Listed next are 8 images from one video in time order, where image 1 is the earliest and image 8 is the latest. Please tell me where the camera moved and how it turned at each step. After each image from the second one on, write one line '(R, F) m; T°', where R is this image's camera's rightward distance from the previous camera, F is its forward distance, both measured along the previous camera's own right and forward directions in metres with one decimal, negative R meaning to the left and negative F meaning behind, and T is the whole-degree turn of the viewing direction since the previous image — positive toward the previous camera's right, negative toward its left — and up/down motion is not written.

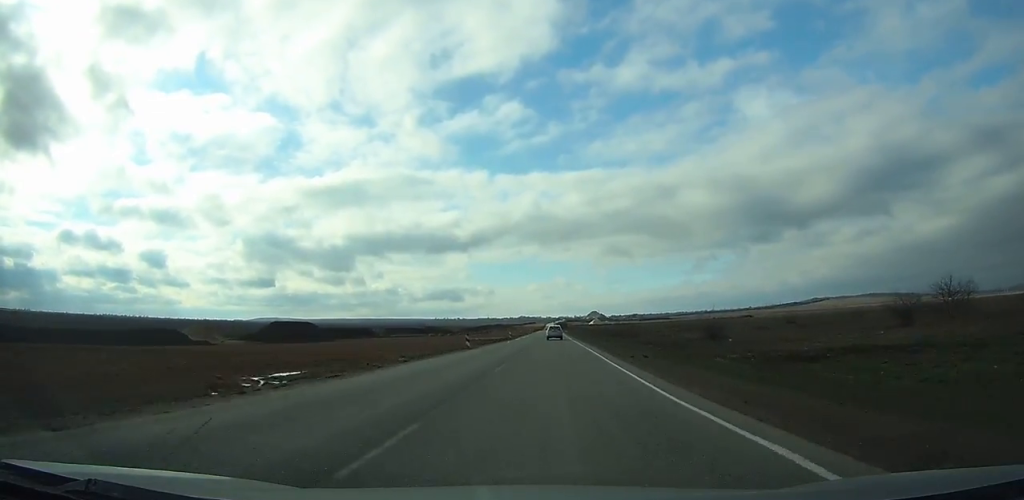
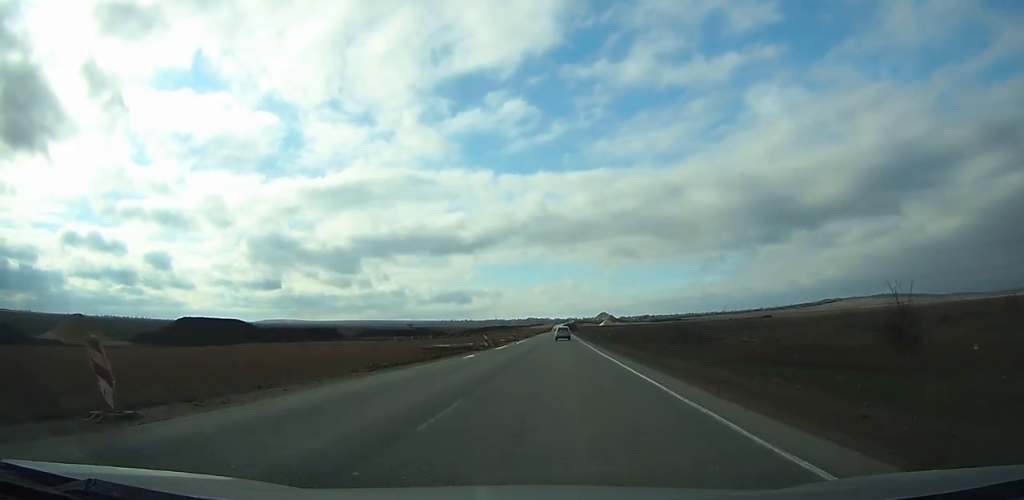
(+0.1, +34.4) m; 0°
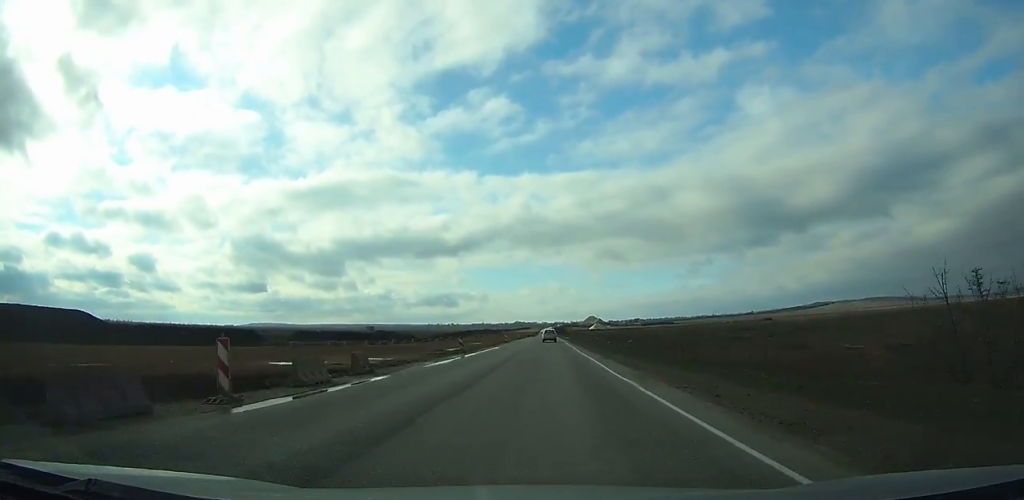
(0.0, +36.9) m; 0°
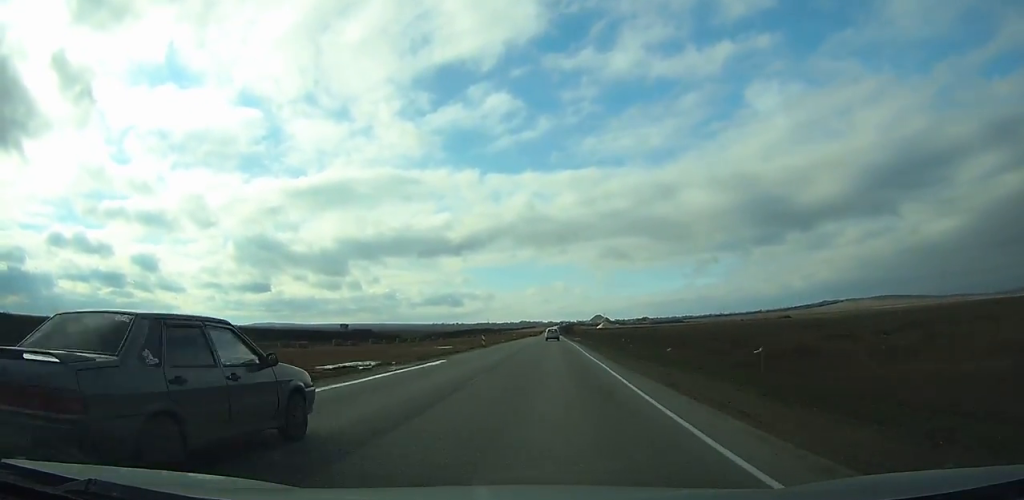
(-0.1, +31.6) m; 0°
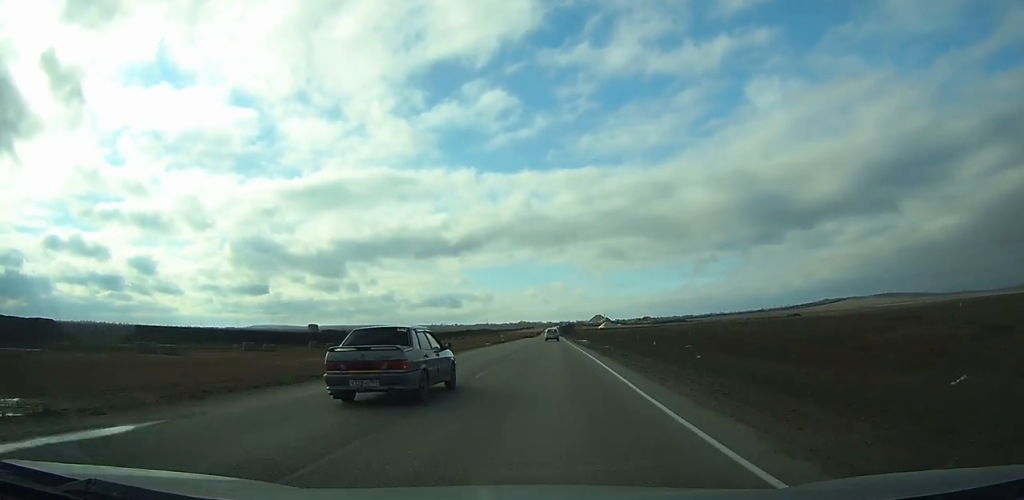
(-0.1, +22.5) m; 0°
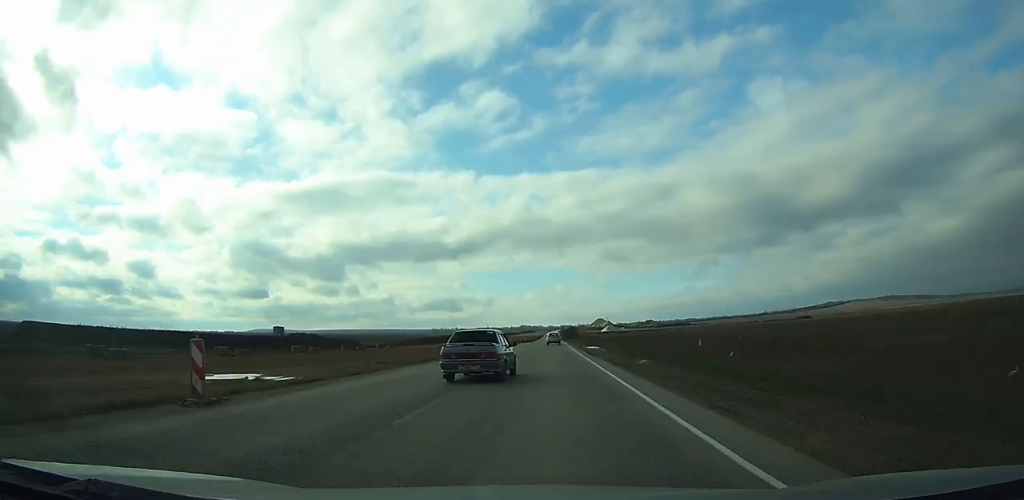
(0.0, +20.5) m; 0°
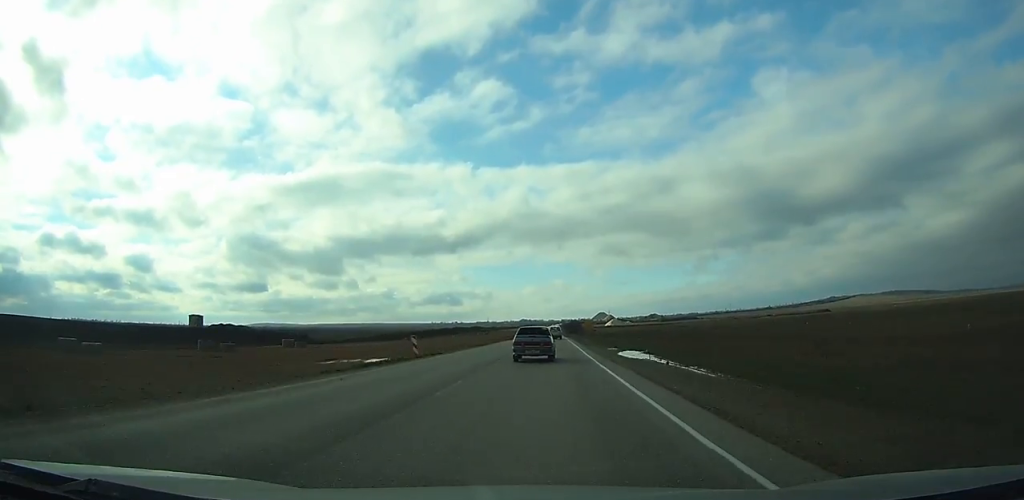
(0.0, +32.6) m; 0°
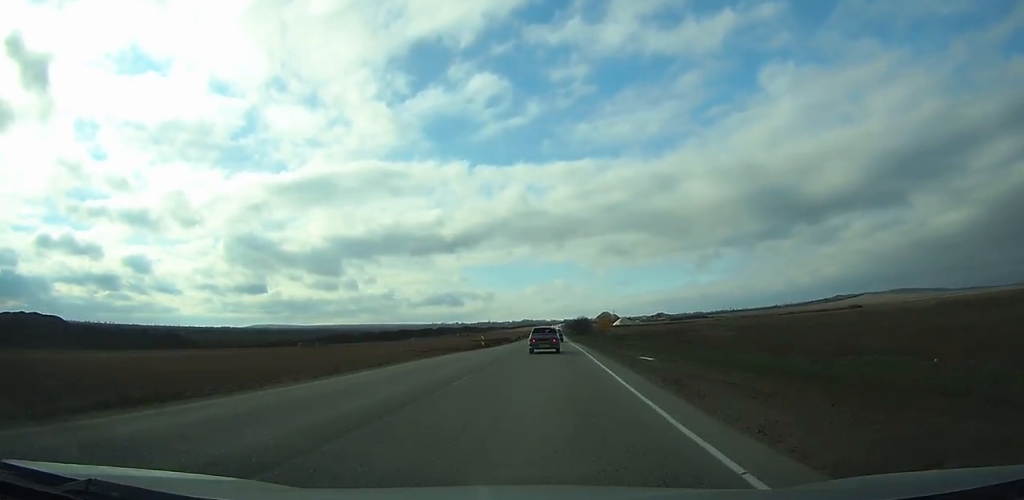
(0.0, +45.5) m; 0°
